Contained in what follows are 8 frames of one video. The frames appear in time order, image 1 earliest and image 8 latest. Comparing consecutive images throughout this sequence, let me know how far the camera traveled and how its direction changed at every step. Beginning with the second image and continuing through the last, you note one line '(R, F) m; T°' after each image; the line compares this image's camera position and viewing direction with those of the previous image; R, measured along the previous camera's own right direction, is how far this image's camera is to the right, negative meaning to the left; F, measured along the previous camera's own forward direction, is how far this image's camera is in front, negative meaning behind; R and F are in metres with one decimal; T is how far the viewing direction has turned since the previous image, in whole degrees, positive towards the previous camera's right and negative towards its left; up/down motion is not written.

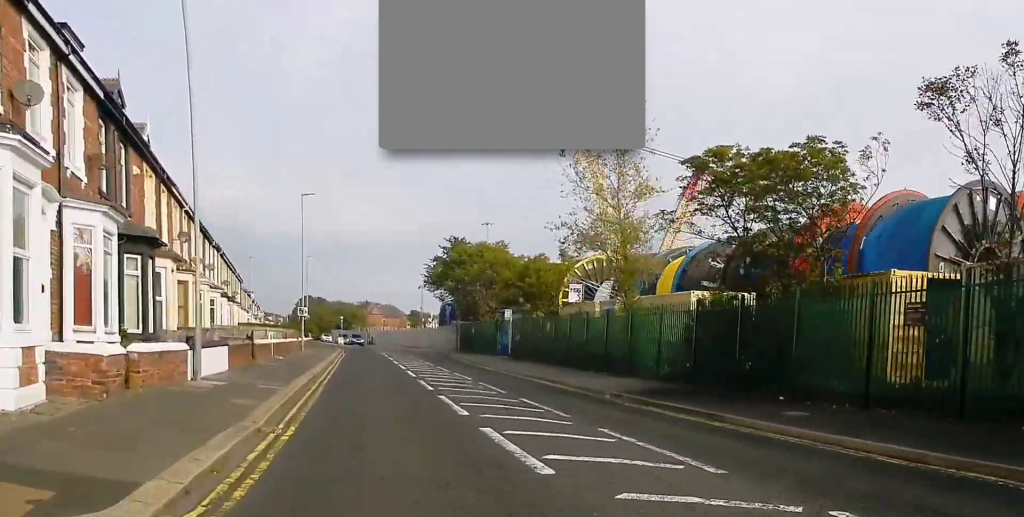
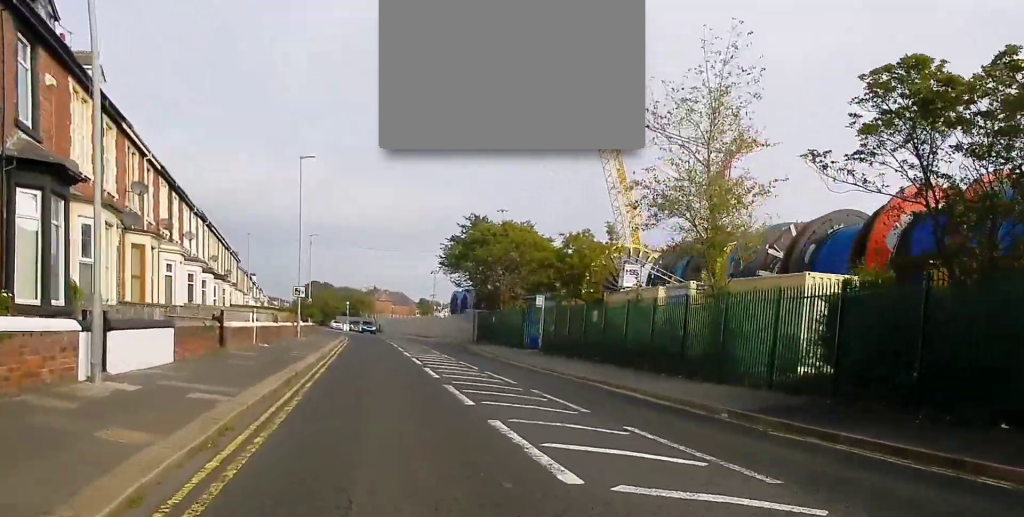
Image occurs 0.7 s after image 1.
(0.0, +7.0) m; 0°
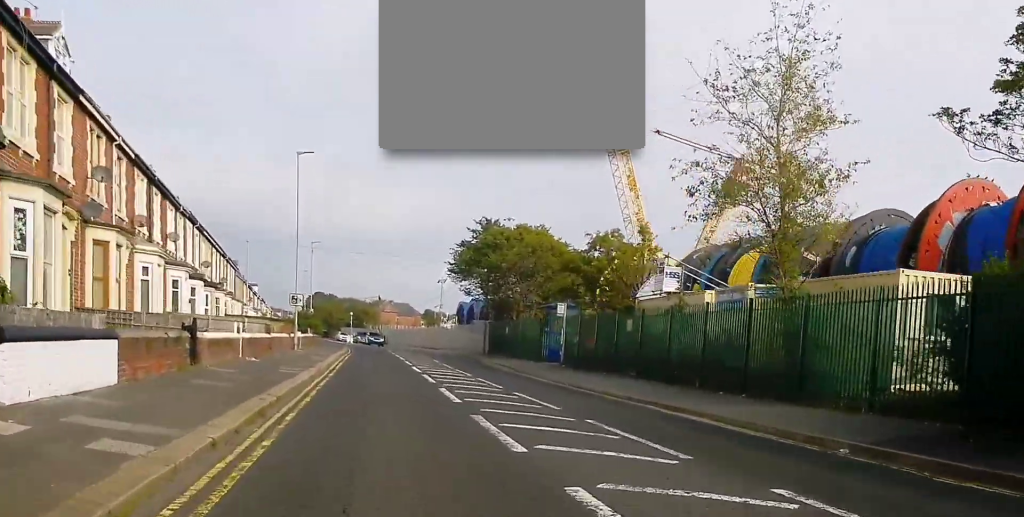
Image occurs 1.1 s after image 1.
(0.0, +3.9) m; -1°
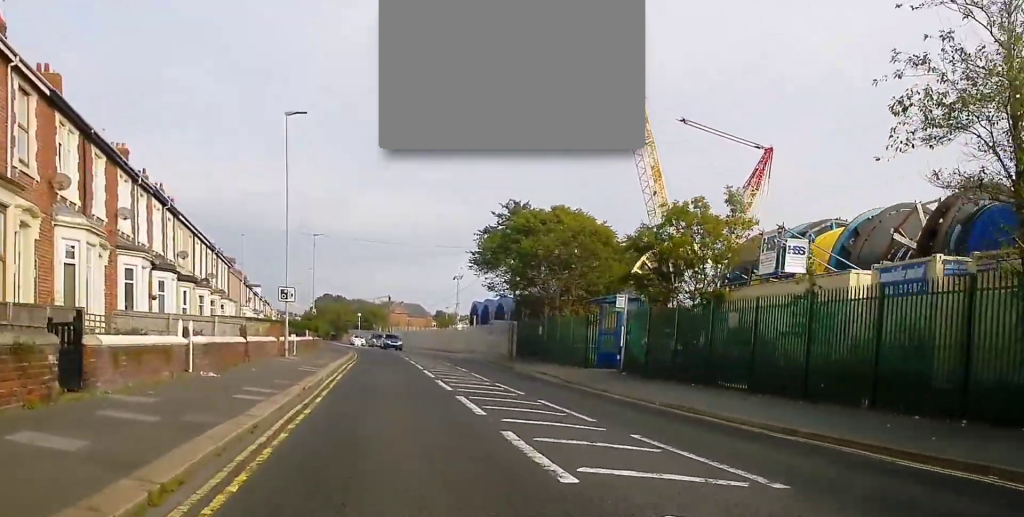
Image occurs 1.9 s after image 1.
(-0.1, +7.9) m; -1°
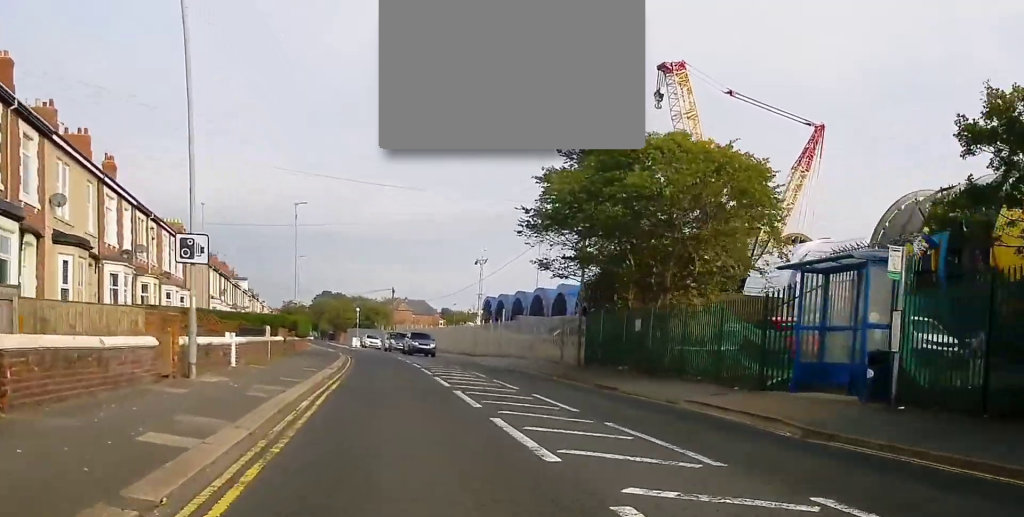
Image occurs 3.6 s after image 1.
(+0.1, +16.5) m; 0°
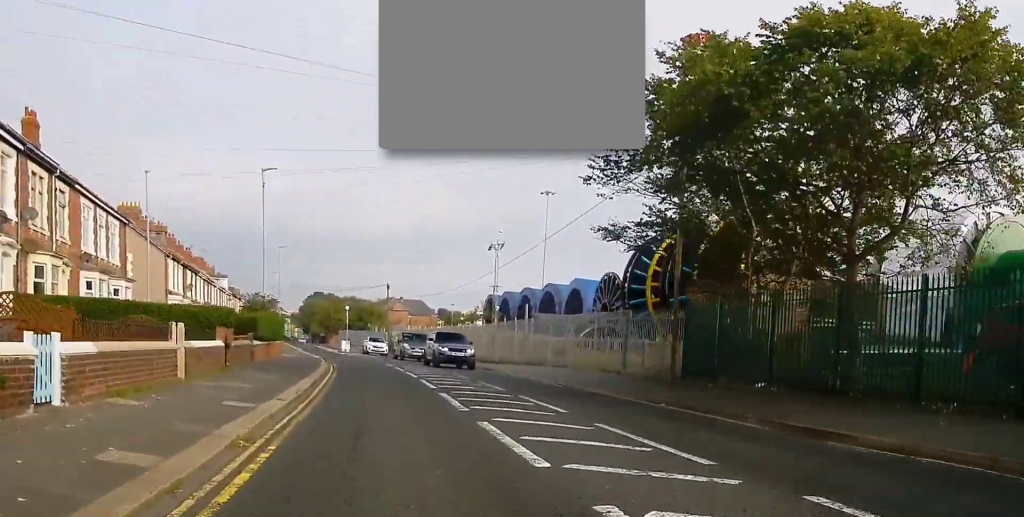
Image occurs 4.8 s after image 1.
(-0.2, +11.9) m; 0°
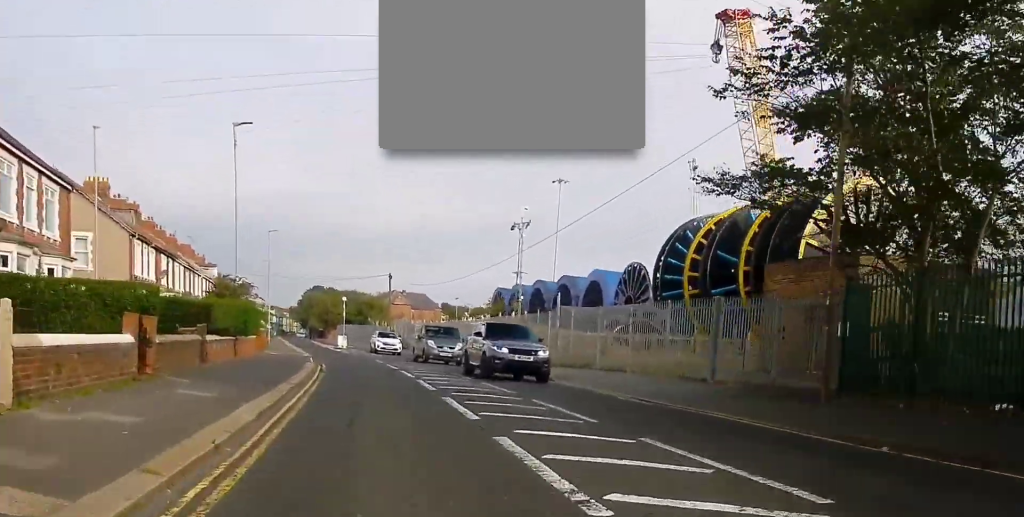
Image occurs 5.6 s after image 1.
(+0.3, +8.4) m; 0°
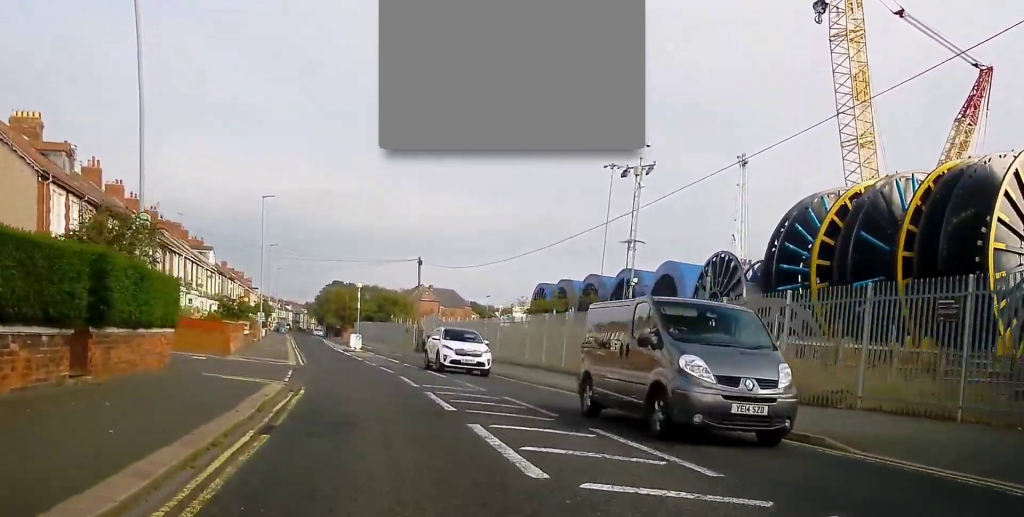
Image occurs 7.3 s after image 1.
(-0.1, +16.6) m; -1°
